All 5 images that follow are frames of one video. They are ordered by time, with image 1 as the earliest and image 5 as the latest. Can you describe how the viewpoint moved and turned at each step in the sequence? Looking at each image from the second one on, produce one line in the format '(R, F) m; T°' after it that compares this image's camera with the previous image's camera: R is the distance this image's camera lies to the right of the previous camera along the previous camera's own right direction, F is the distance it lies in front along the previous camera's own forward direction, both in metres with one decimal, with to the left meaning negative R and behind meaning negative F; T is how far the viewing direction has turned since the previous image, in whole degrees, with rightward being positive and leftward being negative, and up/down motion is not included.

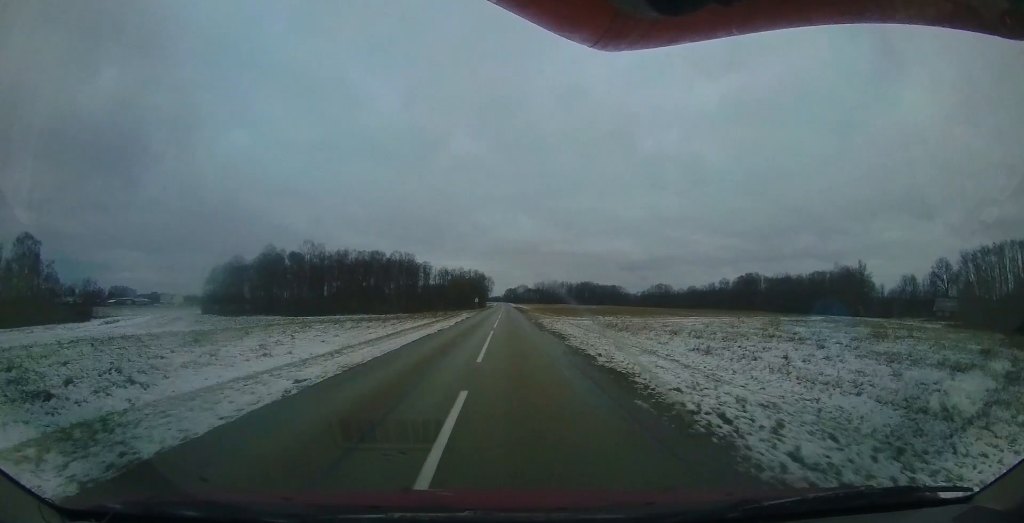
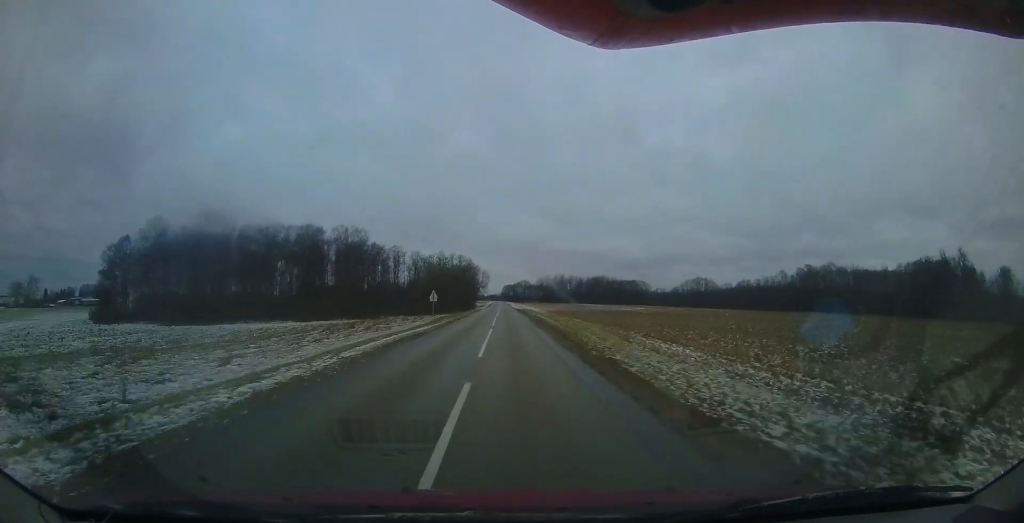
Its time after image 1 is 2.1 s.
(-1.9, +46.6) m; -3°
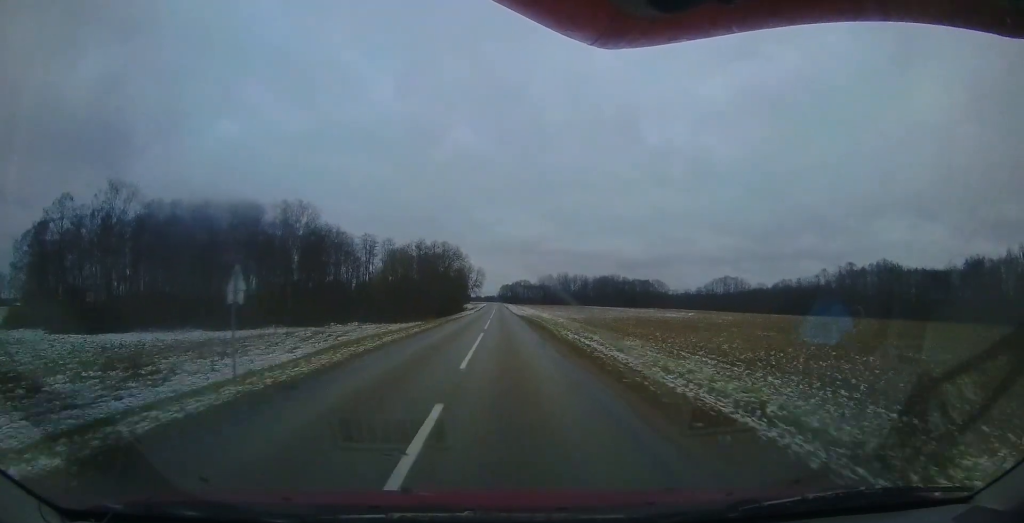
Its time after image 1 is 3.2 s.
(+0.3, +25.3) m; 0°
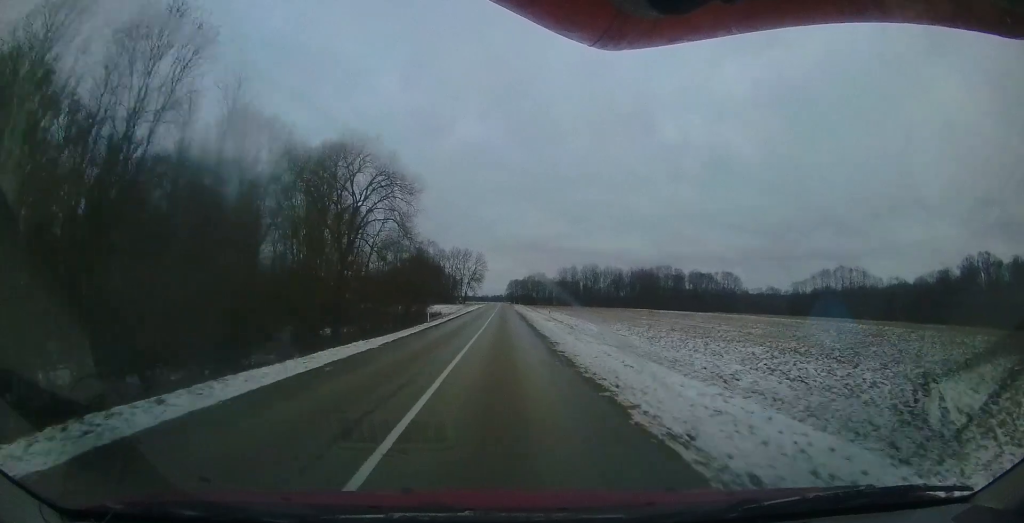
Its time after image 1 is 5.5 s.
(+0.6, +54.4) m; 0°
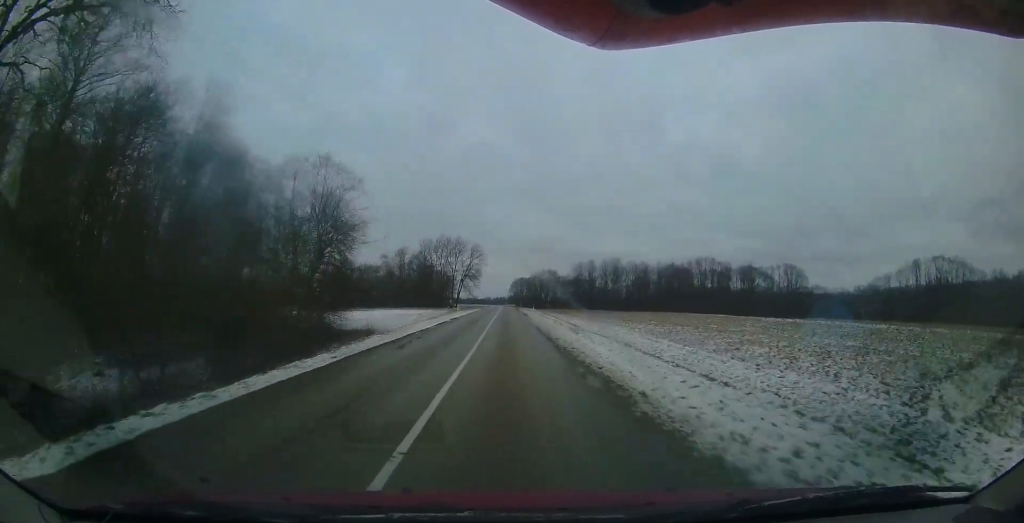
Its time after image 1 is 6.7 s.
(-0.9, +30.3) m; -2°
